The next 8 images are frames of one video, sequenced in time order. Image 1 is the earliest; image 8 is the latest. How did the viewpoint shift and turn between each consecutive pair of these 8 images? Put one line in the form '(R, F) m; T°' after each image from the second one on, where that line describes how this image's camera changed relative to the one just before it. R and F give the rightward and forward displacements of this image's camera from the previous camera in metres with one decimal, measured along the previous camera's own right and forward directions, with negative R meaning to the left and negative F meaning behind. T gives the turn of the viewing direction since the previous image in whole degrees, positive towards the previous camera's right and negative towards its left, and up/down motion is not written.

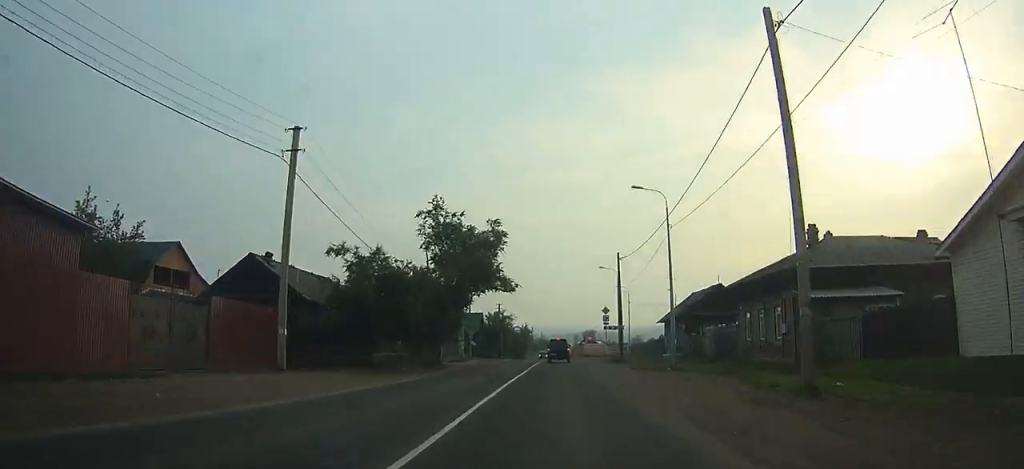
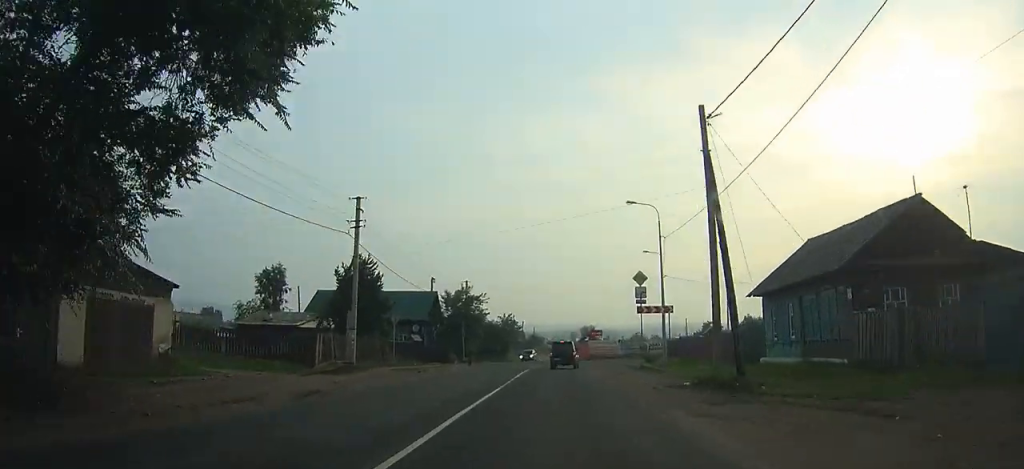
(+0.1, +27.6) m; +1°
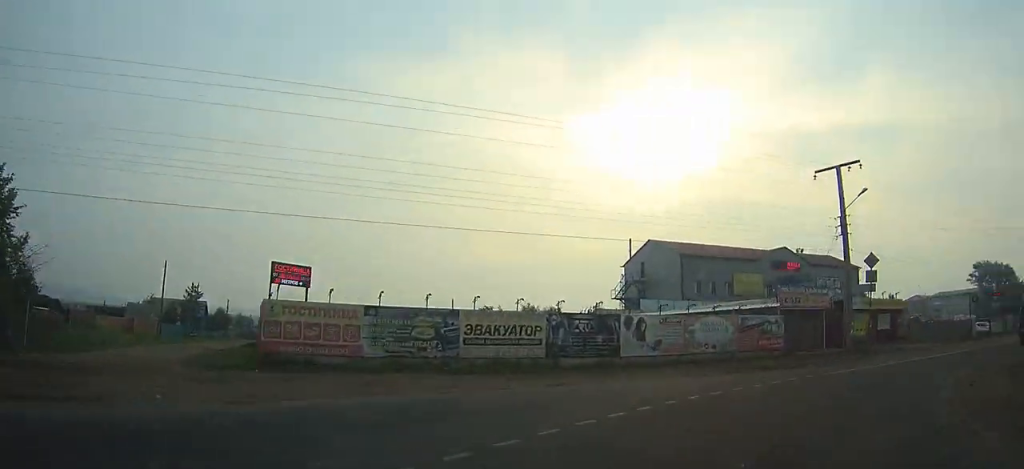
(+7.4, +57.3) m; +36°
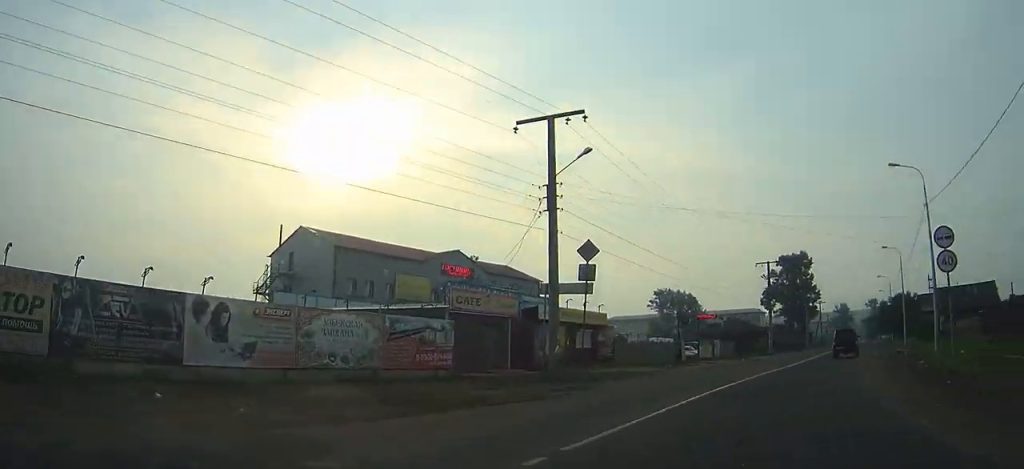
(+0.3, +13.4) m; +22°
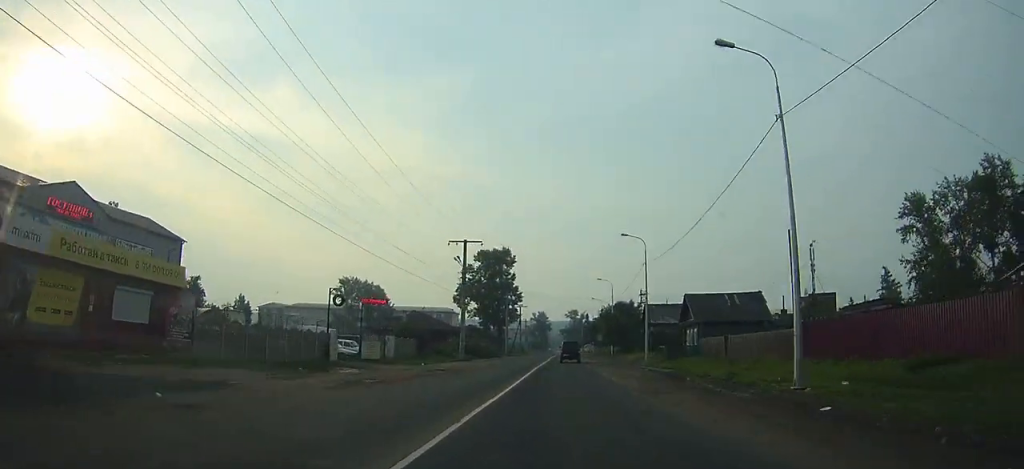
(+7.8, +18.7) m; +22°
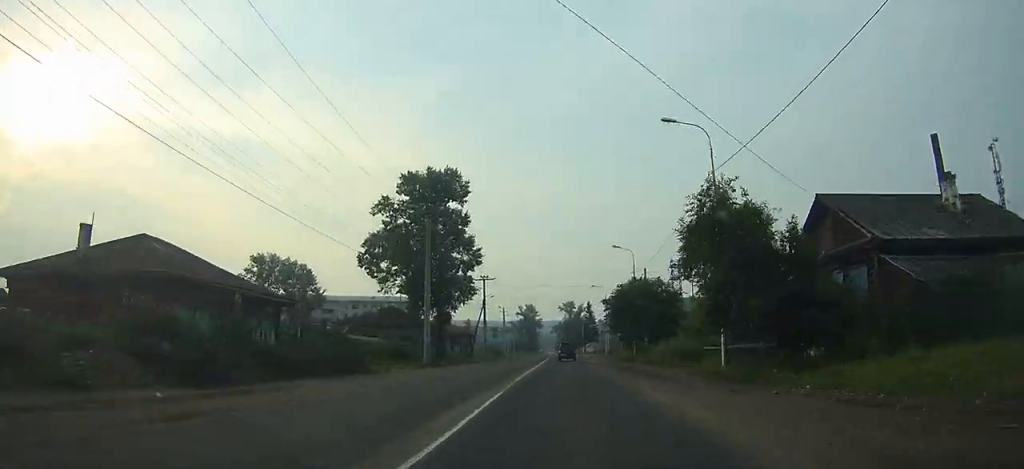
(+10.2, +54.0) m; +14°
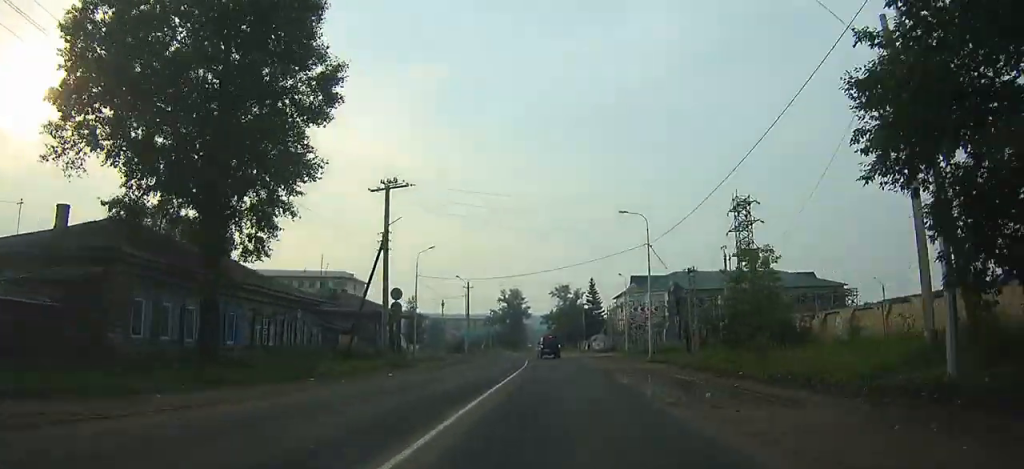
(0.0, +40.3) m; -2°
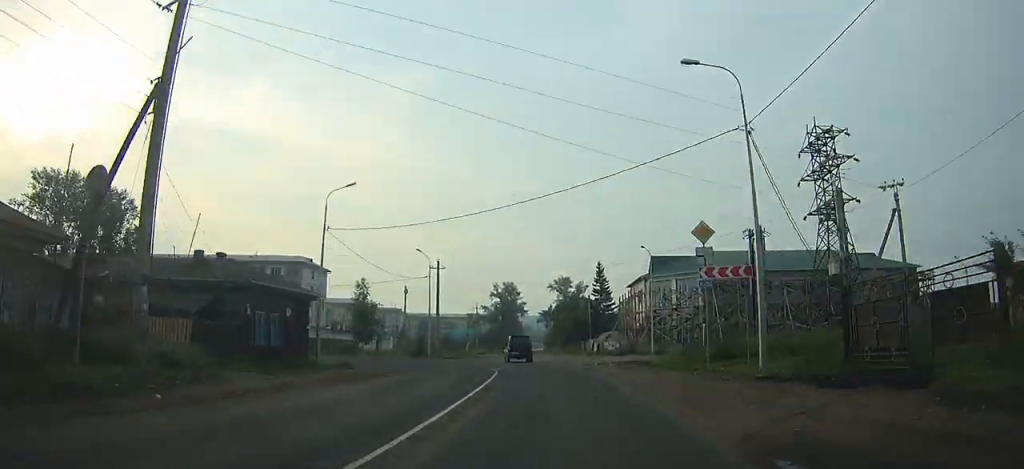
(-0.4, +19.0) m; -4°
